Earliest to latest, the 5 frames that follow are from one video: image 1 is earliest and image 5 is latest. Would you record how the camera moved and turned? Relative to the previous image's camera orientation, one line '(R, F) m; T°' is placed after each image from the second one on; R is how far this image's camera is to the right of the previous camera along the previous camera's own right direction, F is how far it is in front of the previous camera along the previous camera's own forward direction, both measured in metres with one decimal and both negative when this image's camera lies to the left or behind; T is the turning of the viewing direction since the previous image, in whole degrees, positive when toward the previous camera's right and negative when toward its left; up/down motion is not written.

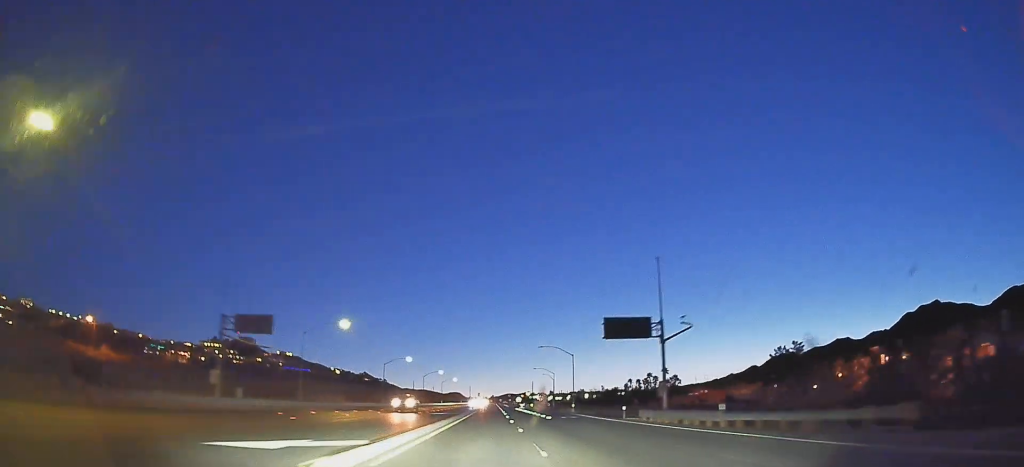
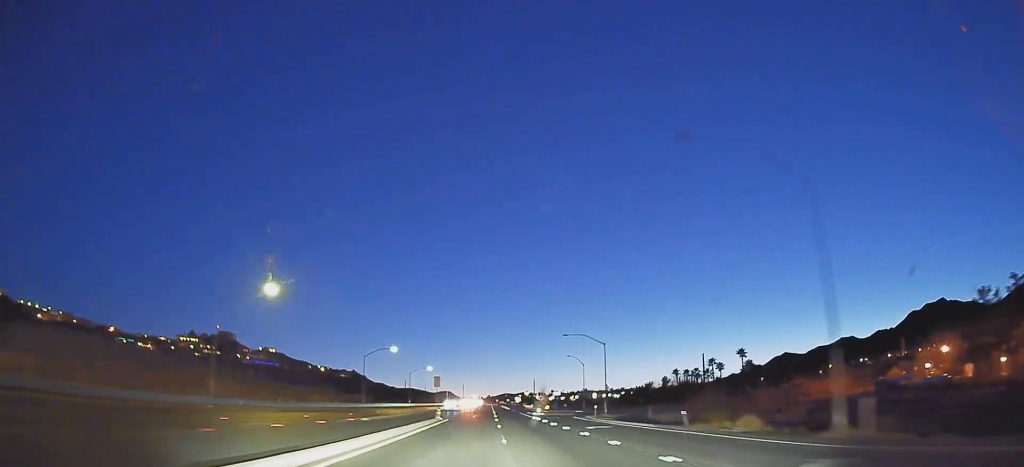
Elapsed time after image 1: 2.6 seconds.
(-0.2, +68.2) m; 0°
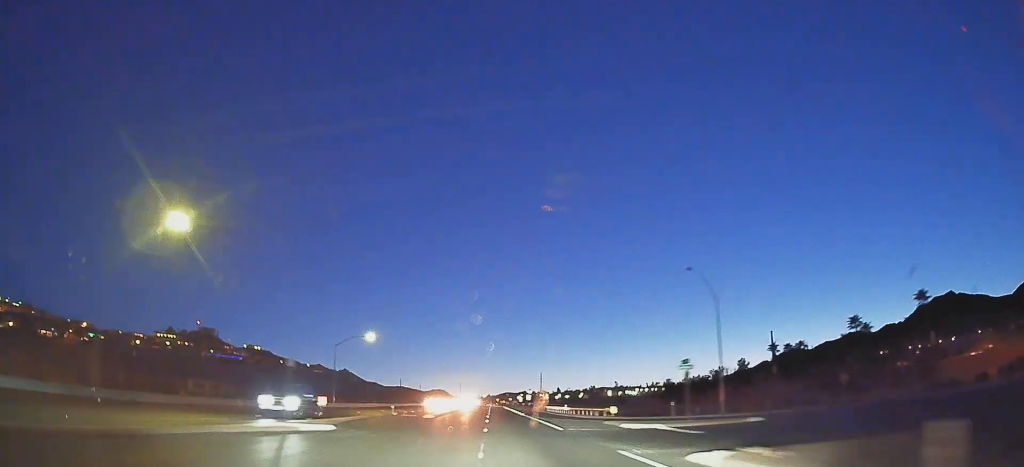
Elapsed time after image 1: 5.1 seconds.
(-0.1, +66.1) m; 0°
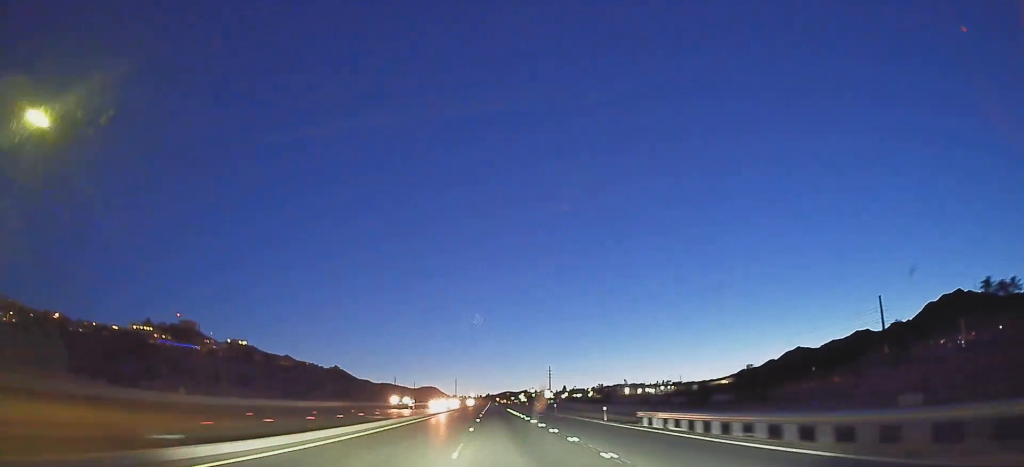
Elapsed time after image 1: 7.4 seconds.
(-0.1, +61.4) m; 0°
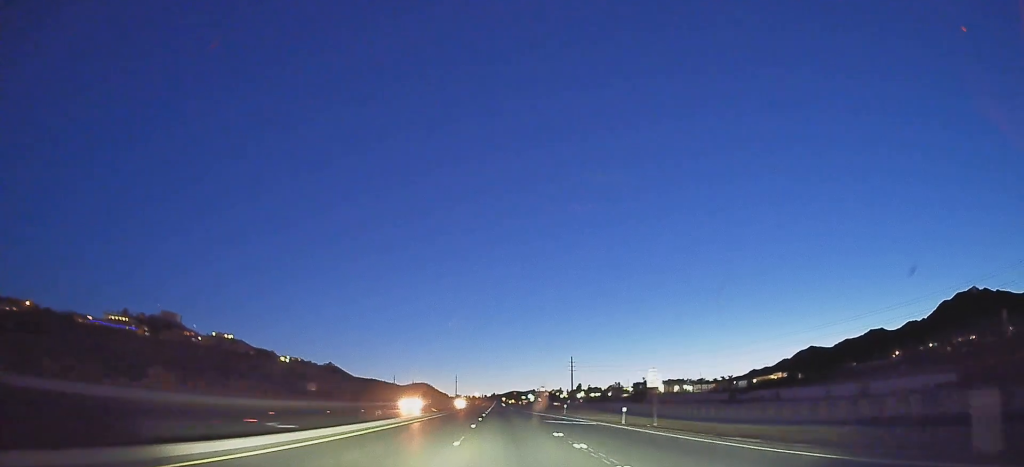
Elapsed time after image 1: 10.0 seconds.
(-0.5, +70.0) m; 0°
